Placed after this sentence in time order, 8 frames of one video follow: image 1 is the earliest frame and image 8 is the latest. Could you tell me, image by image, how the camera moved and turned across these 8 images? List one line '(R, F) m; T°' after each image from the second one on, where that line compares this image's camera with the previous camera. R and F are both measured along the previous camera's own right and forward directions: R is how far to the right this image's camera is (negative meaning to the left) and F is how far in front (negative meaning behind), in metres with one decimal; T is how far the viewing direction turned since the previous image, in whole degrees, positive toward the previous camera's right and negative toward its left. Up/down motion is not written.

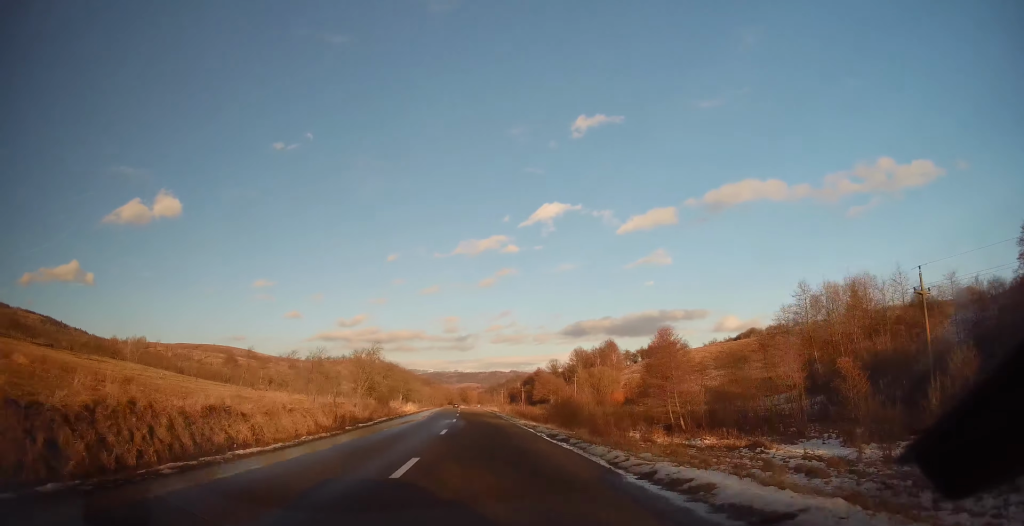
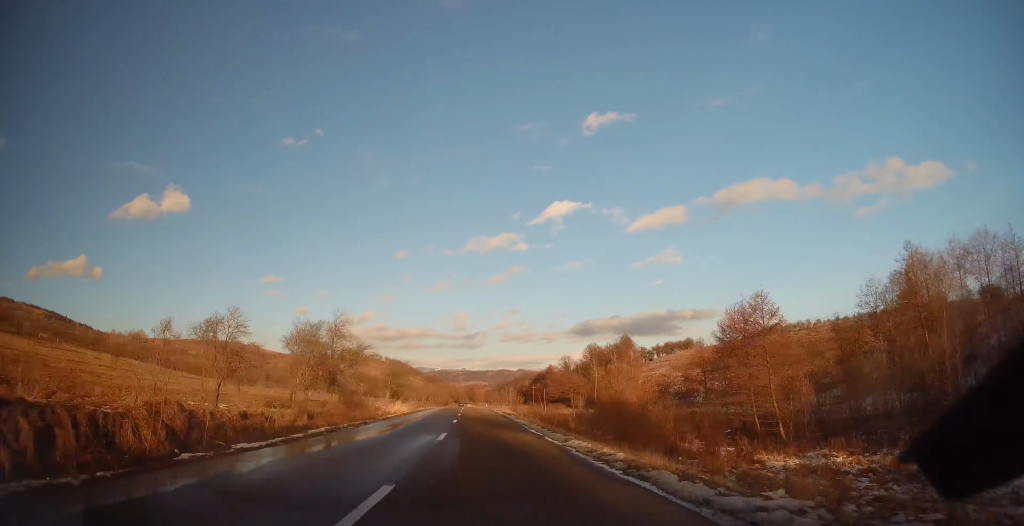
(-0.7, +15.2) m; -1°
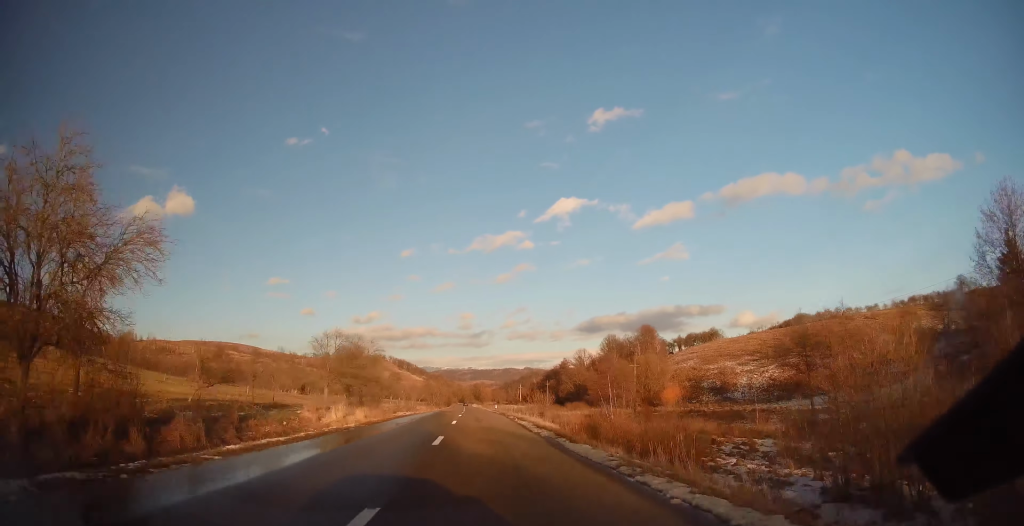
(+0.3, +24.7) m; 0°
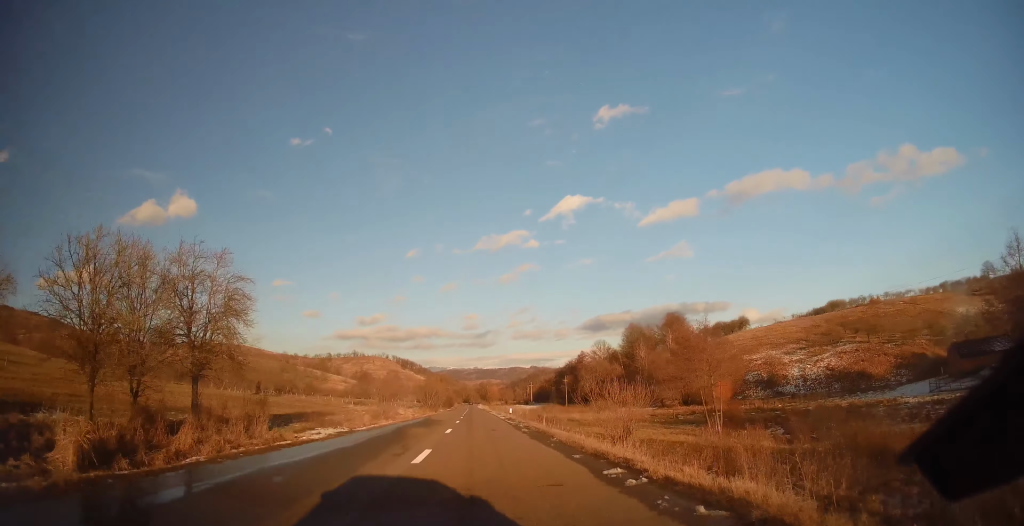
(-0.6, +27.0) m; -1°
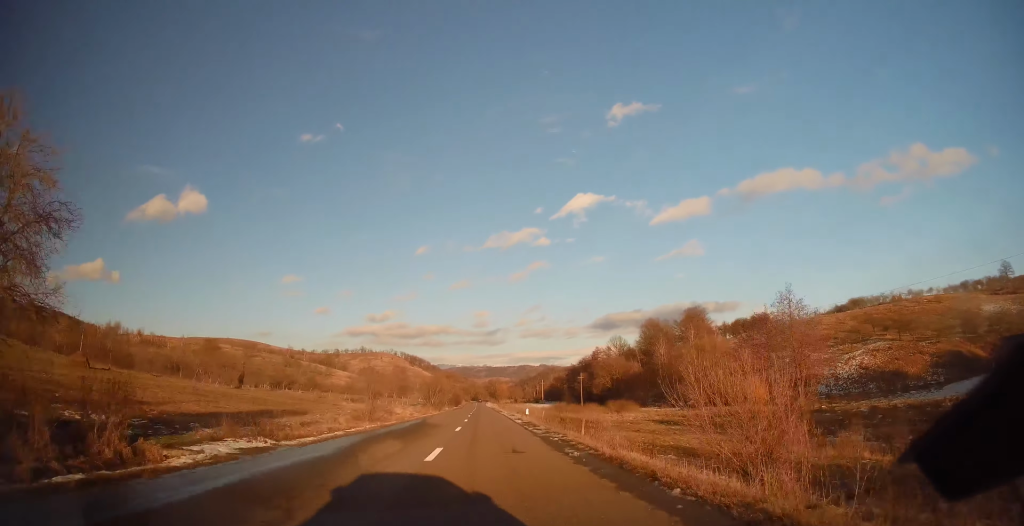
(0.0, +10.3) m; 0°
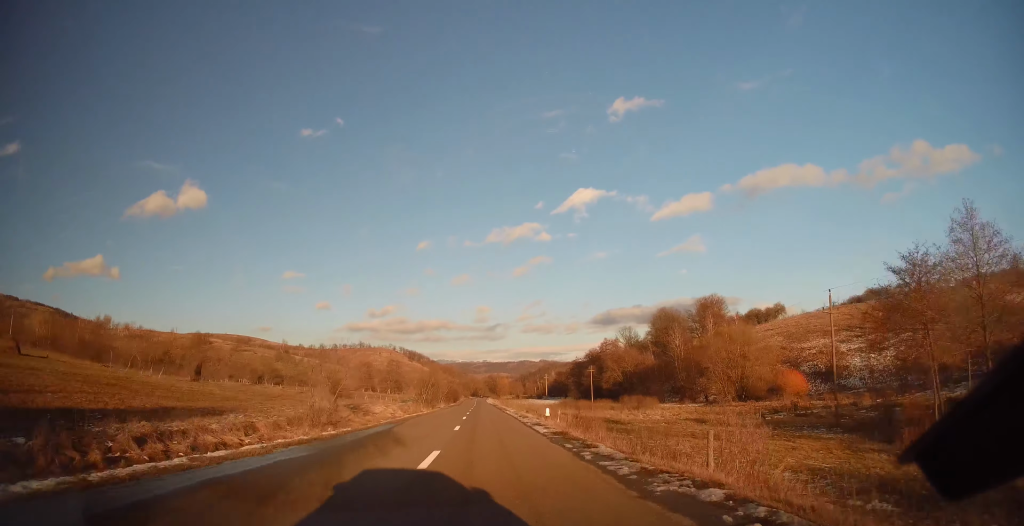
(0.0, +13.3) m; 0°
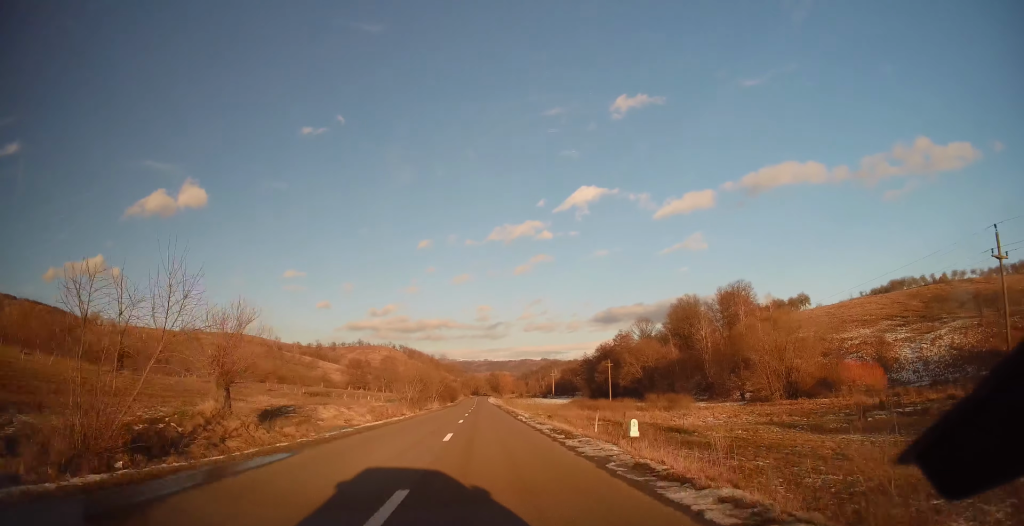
(0.0, +17.1) m; 0°
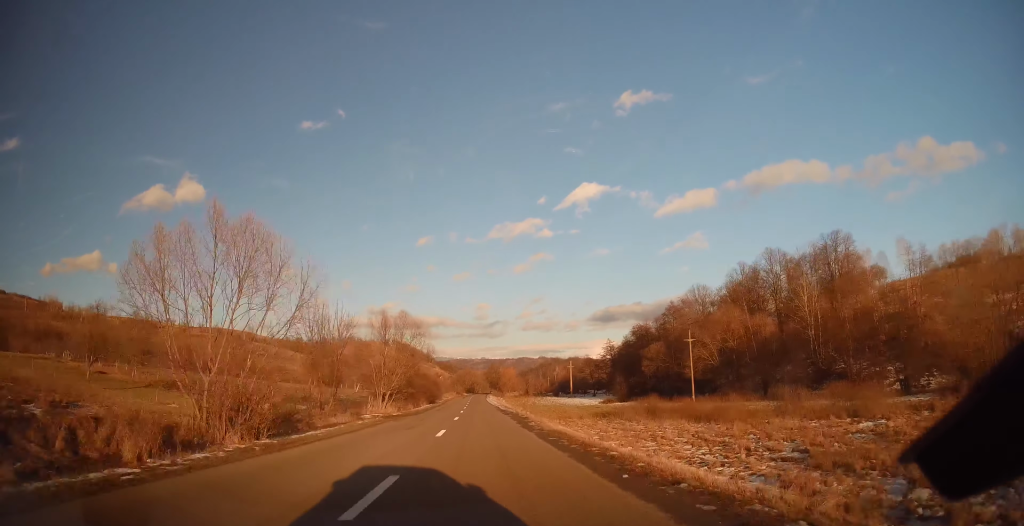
(+0.3, +44.9) m; 0°
